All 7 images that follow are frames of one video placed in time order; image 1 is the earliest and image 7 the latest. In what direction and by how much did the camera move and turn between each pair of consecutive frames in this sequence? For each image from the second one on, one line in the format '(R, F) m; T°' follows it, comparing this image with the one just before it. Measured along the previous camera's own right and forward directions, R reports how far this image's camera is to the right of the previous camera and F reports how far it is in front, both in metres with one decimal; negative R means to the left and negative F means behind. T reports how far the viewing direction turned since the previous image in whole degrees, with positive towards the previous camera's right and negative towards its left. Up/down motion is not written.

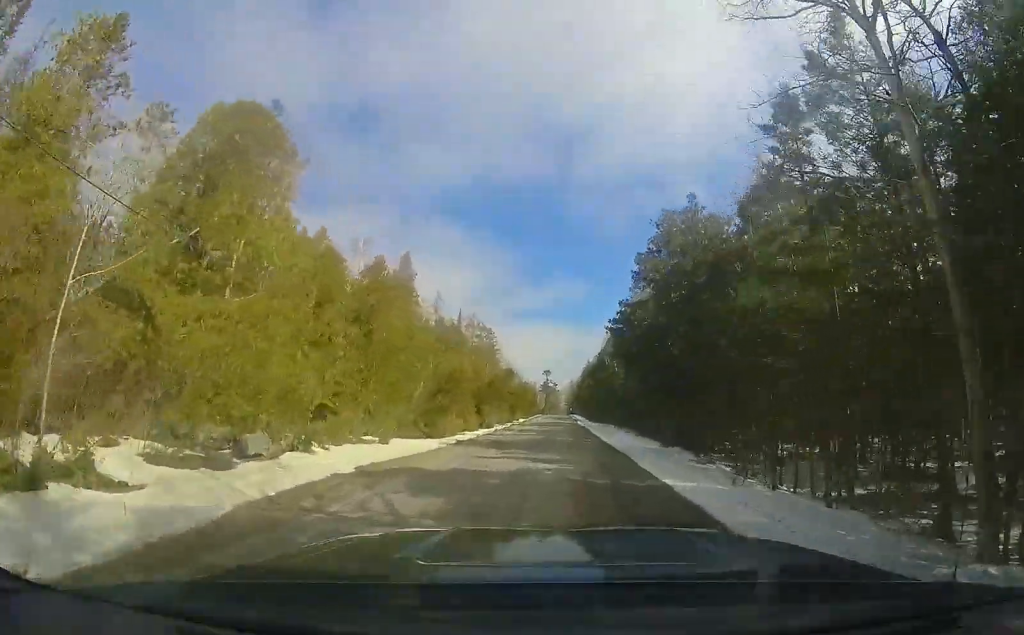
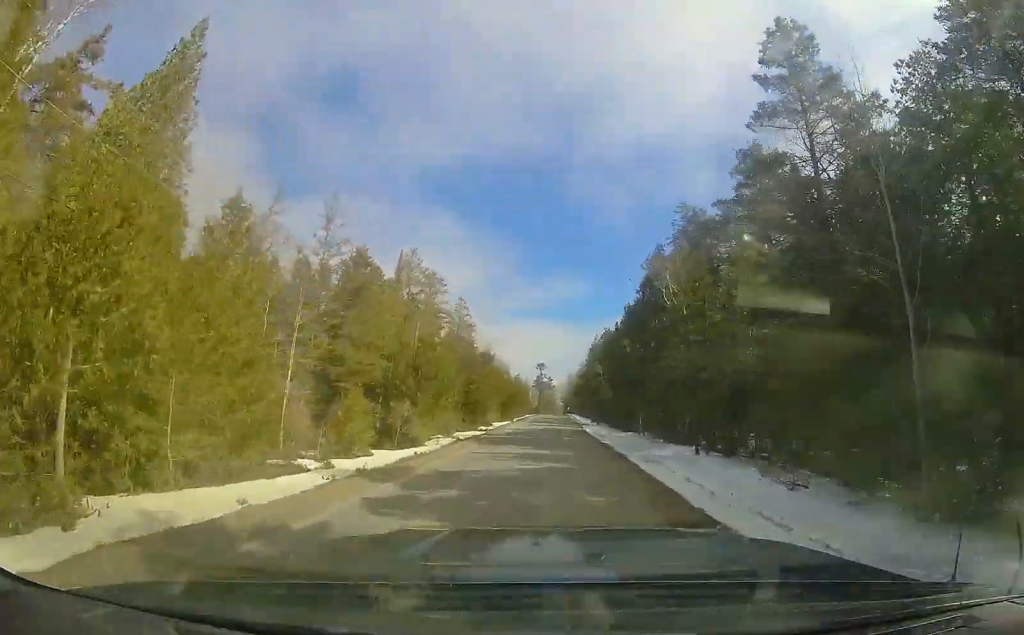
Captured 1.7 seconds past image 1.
(-0.1, +23.7) m; -2°
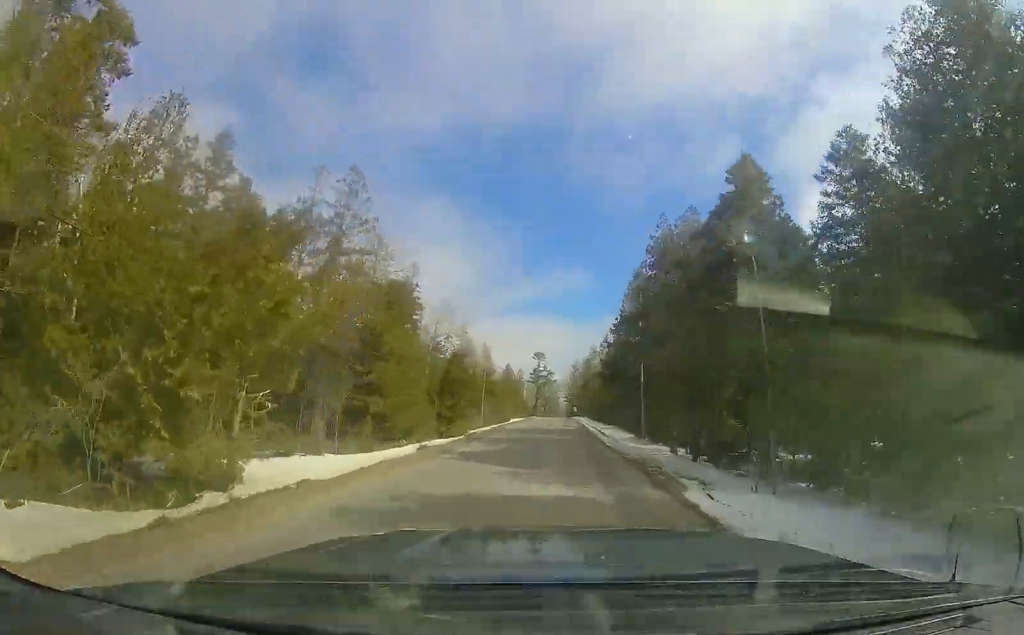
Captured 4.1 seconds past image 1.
(+0.5, +35.5) m; +2°
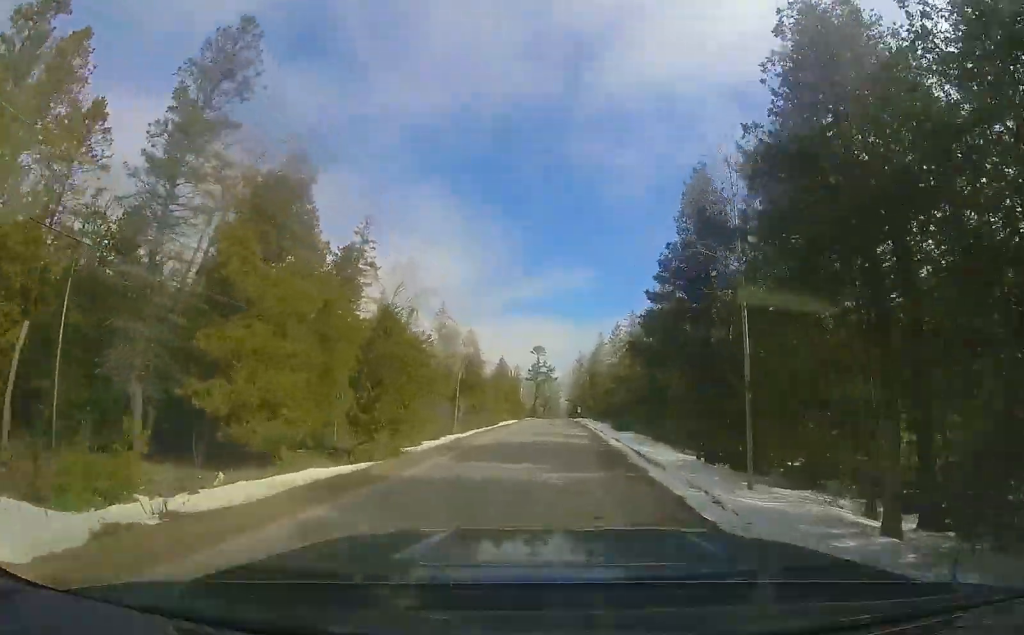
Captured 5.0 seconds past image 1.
(-0.2, +13.4) m; +1°
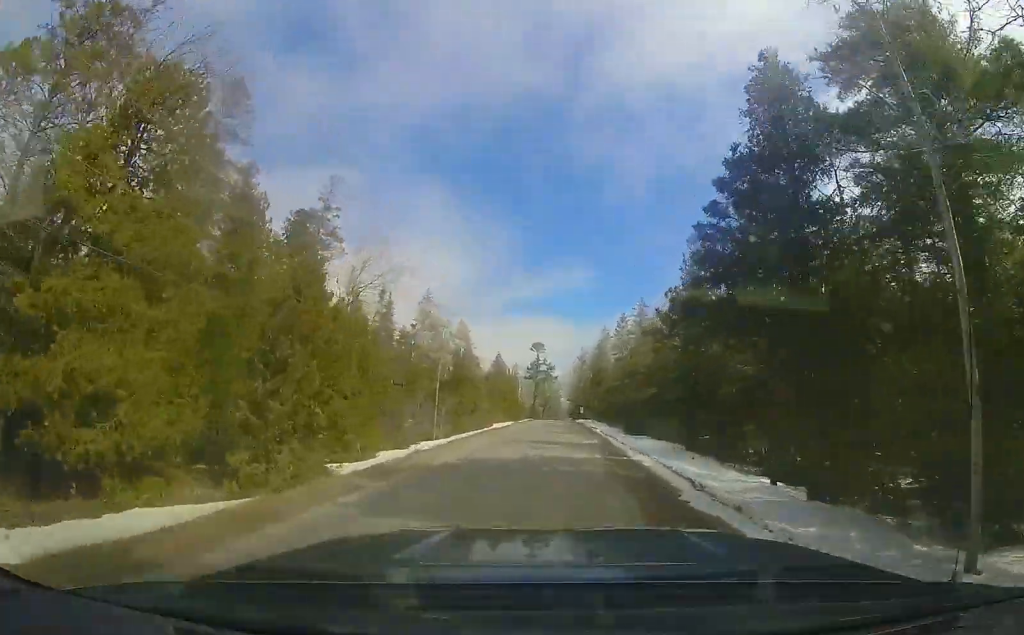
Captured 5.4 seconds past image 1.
(+0.2, +6.5) m; 0°
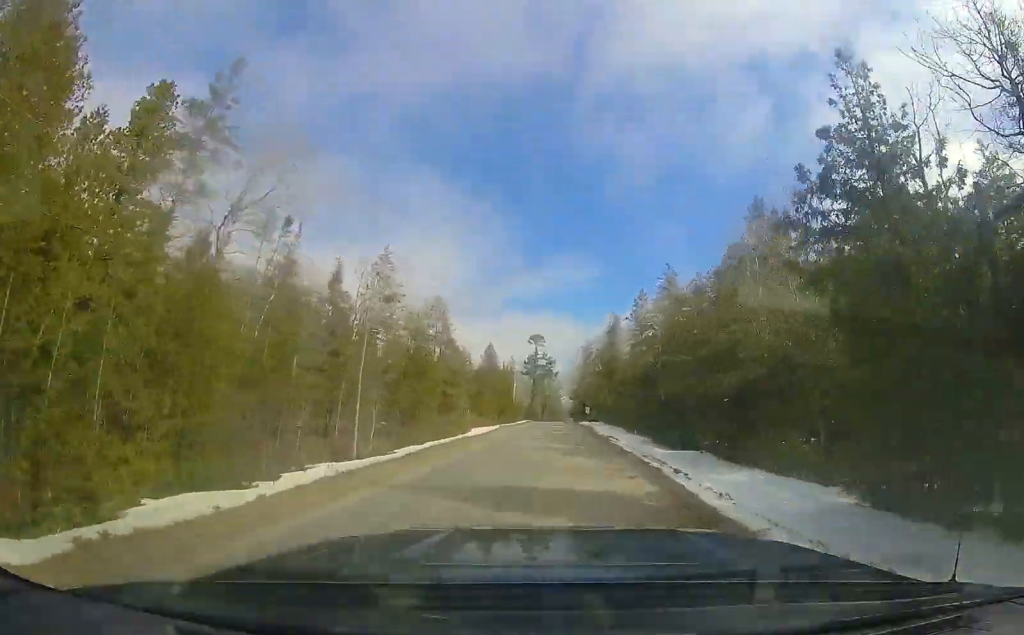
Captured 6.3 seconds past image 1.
(+0.2, +12.6) m; 0°
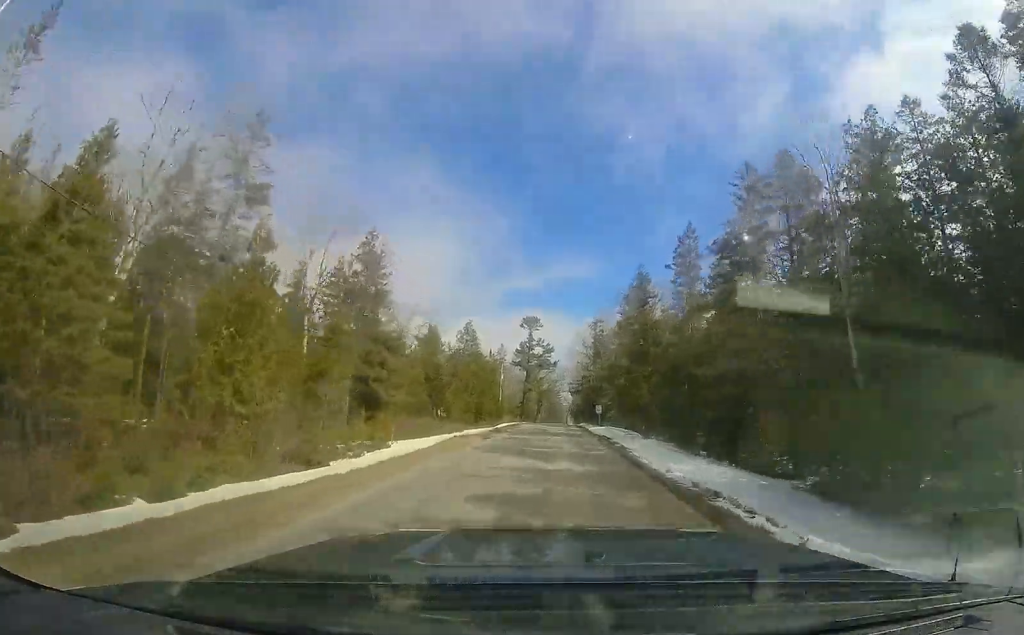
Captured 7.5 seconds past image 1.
(-0.3, +17.8) m; +1°
